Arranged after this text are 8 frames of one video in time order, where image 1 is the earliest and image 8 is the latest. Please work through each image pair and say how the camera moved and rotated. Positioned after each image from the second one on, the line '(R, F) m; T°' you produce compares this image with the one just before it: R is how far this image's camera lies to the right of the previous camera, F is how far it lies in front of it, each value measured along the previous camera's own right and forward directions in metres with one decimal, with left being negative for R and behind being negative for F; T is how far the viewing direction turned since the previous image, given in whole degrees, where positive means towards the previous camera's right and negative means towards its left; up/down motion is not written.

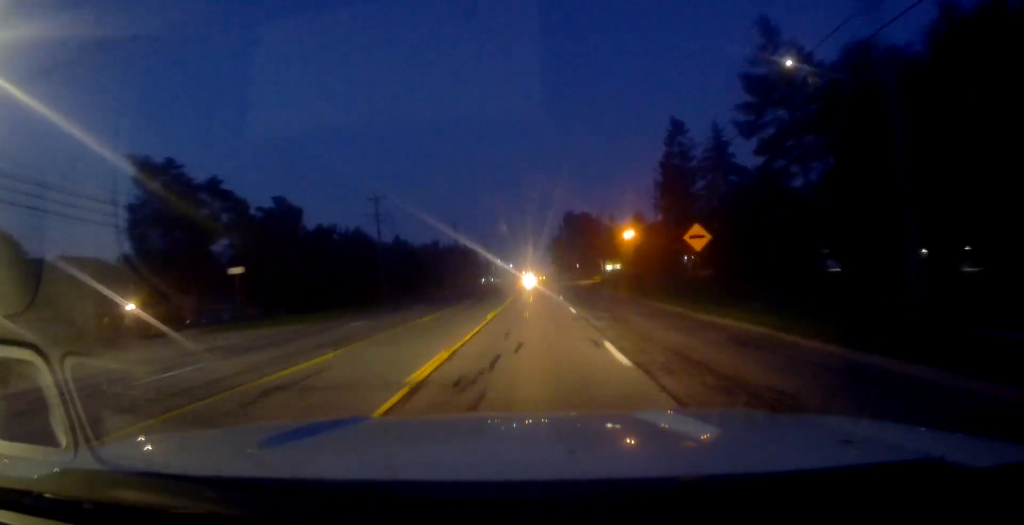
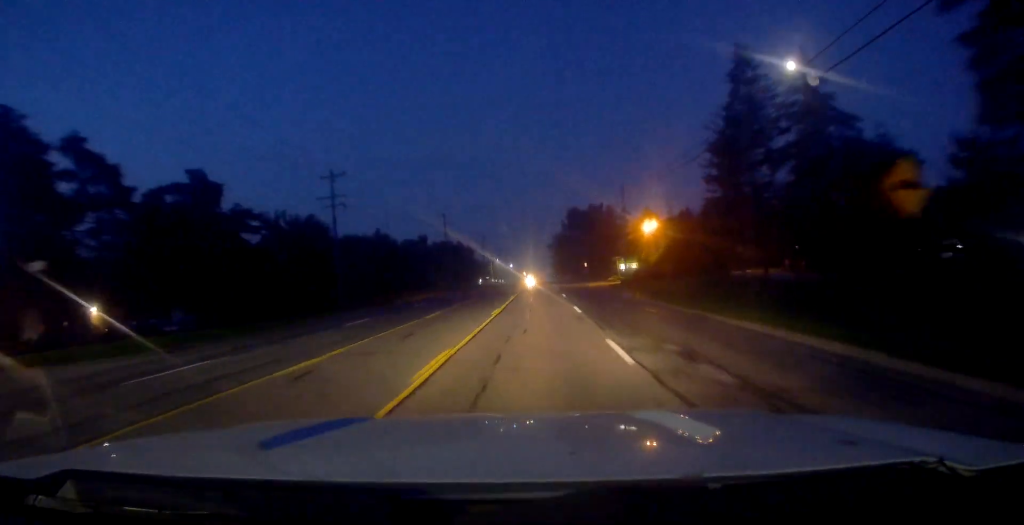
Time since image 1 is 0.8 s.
(+0.5, +16.1) m; +1°
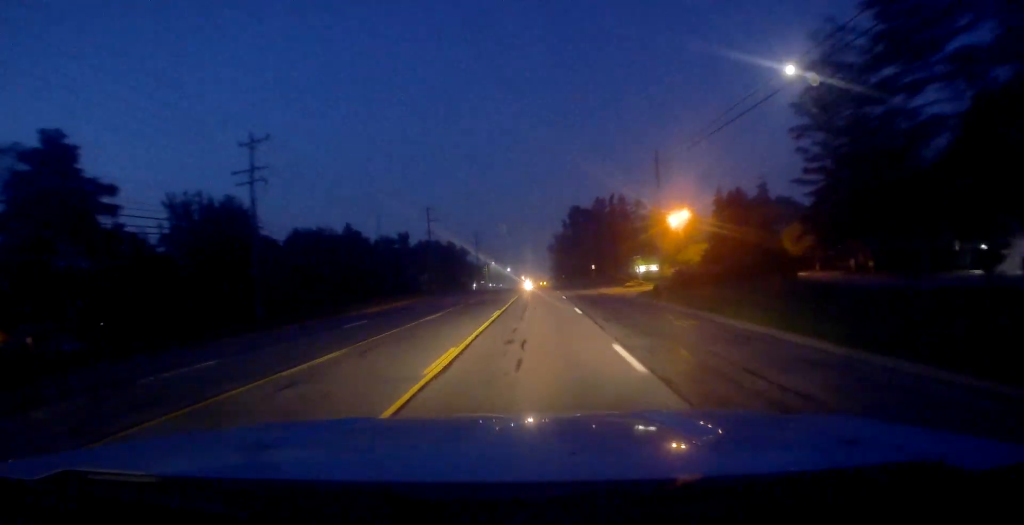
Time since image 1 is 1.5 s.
(-0.3, +15.4) m; 0°
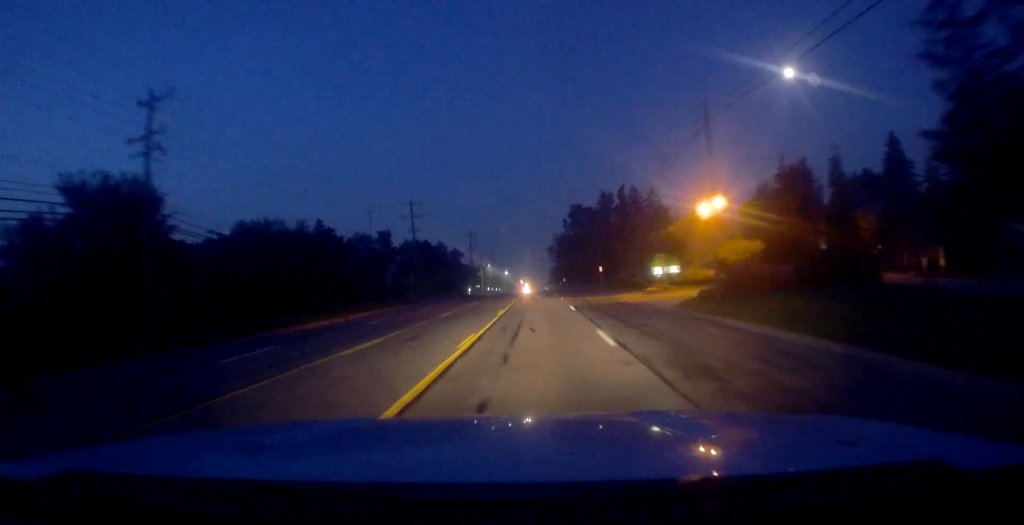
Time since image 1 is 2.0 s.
(0.0, +11.2) m; 0°
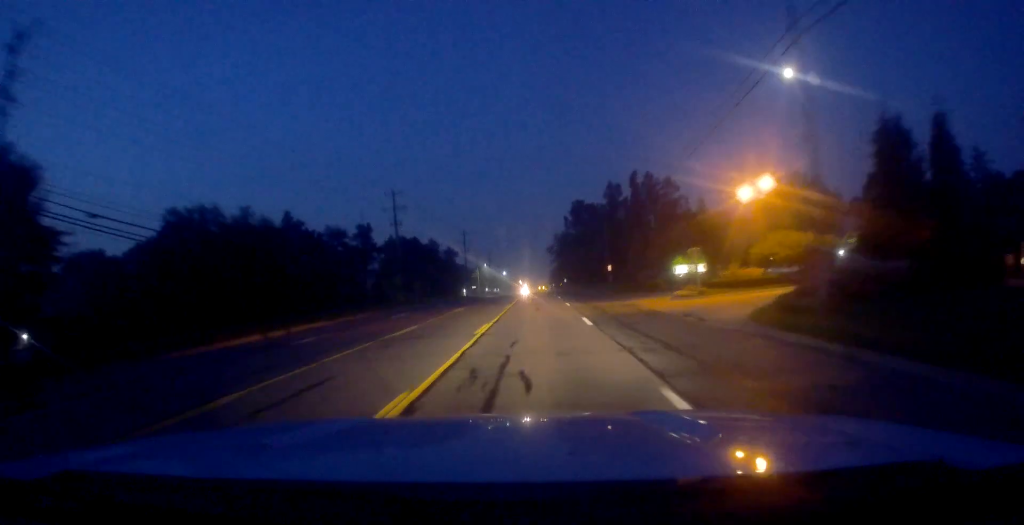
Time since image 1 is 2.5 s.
(+0.2, +9.8) m; -1°
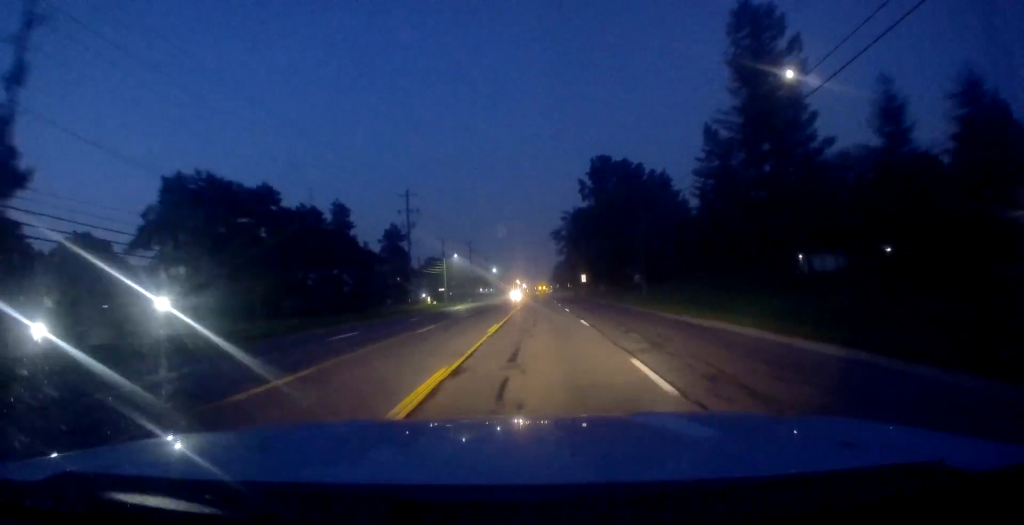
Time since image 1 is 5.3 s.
(-0.6, +56.8) m; 0°
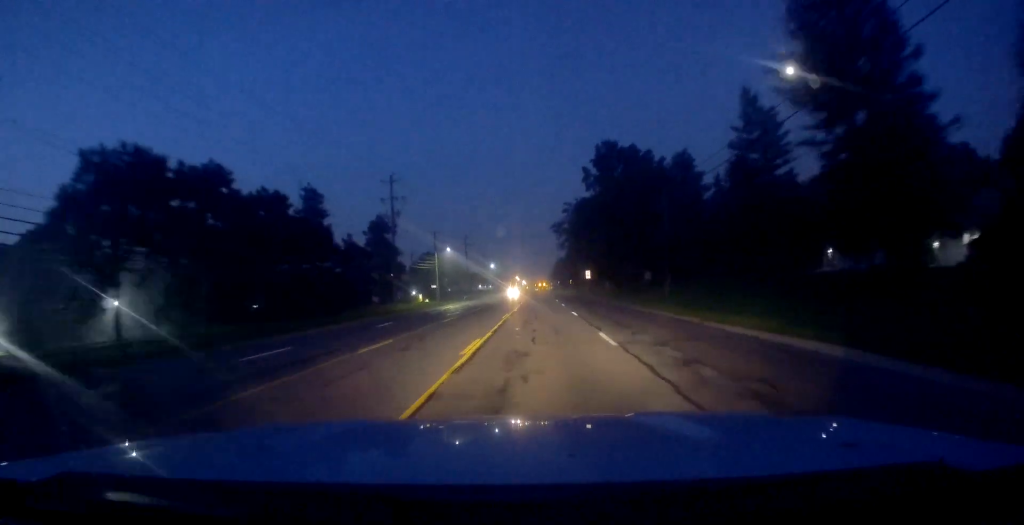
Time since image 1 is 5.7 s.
(-0.3, +8.2) m; 0°
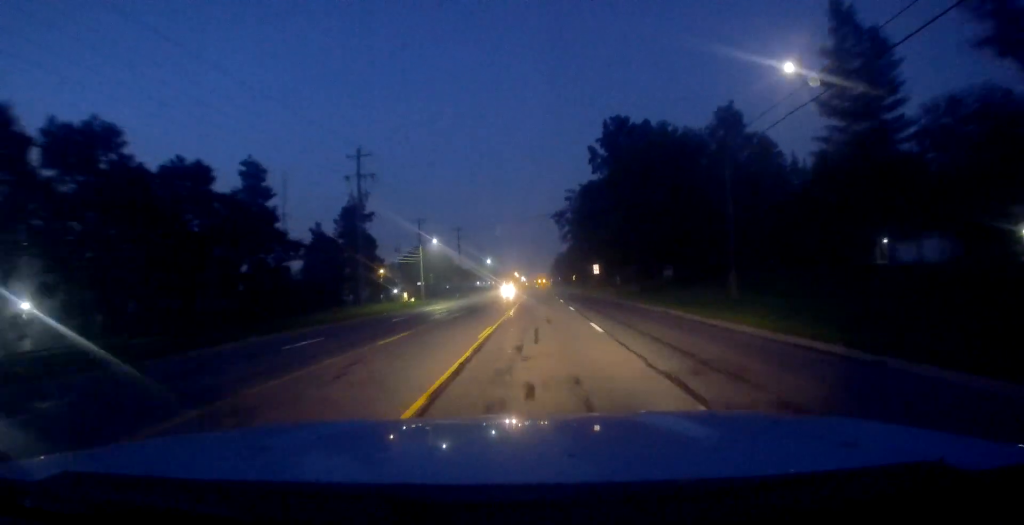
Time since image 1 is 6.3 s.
(+0.4, +12.3) m; +1°
